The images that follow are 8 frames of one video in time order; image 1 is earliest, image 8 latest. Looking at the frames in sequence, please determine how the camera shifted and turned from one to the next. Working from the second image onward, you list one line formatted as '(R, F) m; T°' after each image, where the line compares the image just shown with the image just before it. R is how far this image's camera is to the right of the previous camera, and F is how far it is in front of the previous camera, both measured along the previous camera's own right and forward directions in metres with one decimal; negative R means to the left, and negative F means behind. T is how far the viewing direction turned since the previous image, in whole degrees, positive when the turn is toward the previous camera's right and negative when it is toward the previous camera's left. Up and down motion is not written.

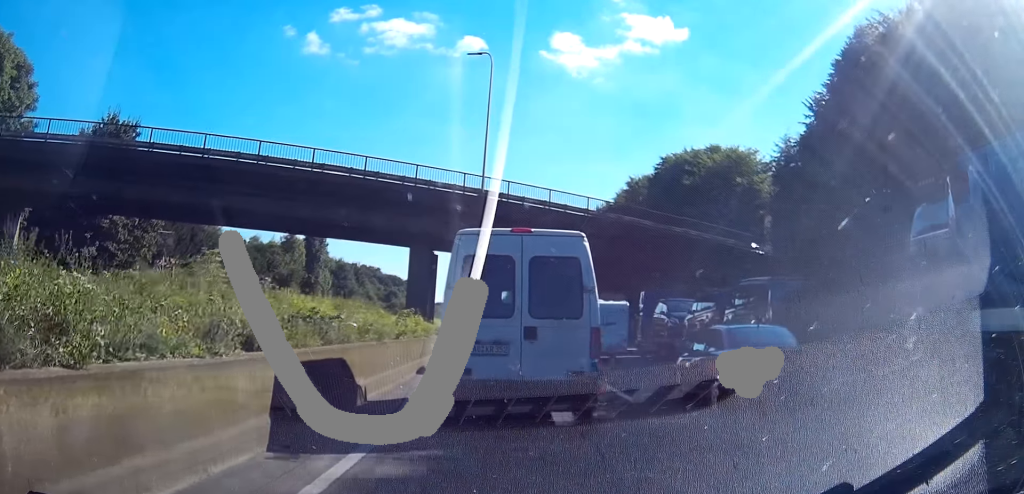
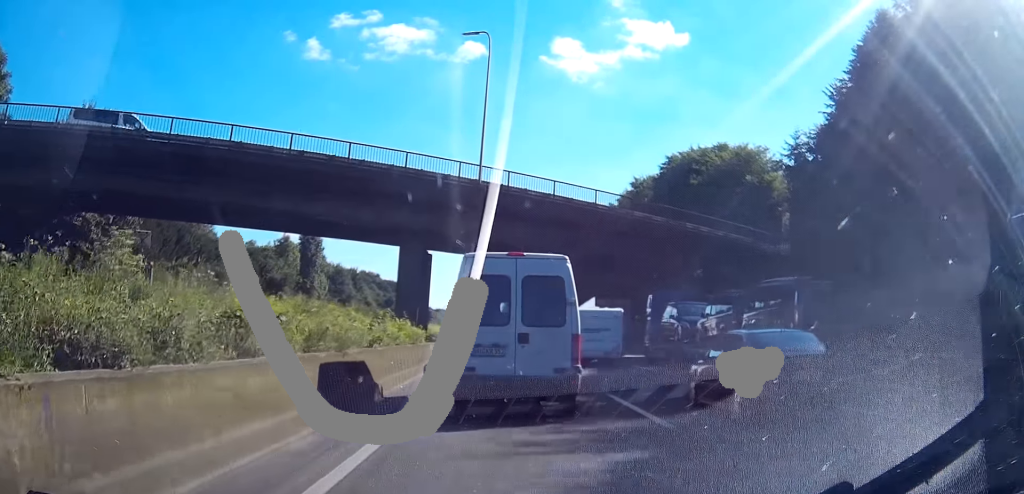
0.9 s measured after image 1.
(0.0, +5.1) m; 0°
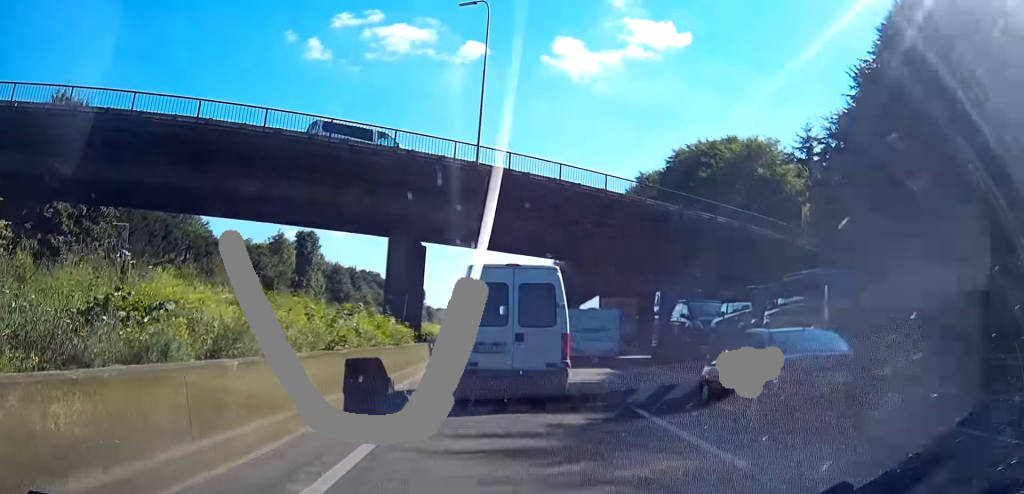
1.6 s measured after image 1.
(0.0, +4.7) m; 0°
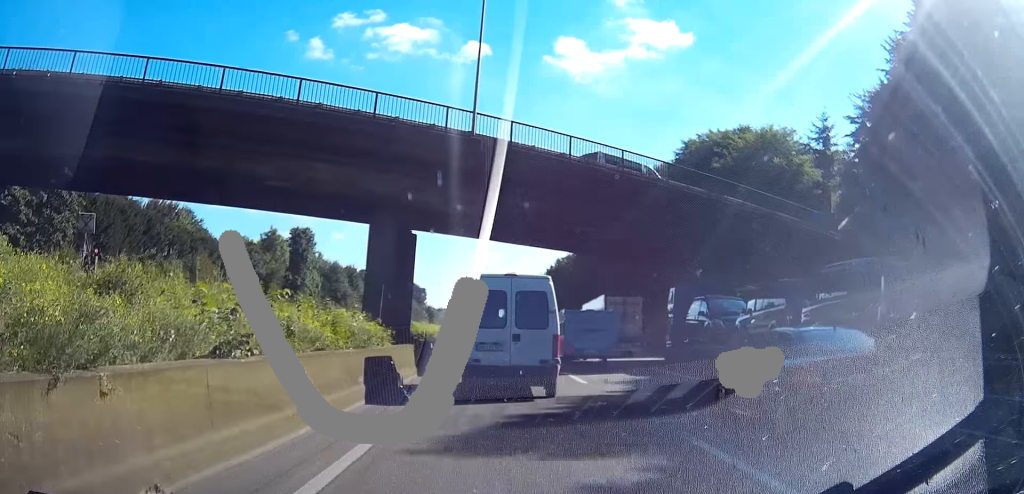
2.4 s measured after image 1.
(0.0, +5.8) m; 0°
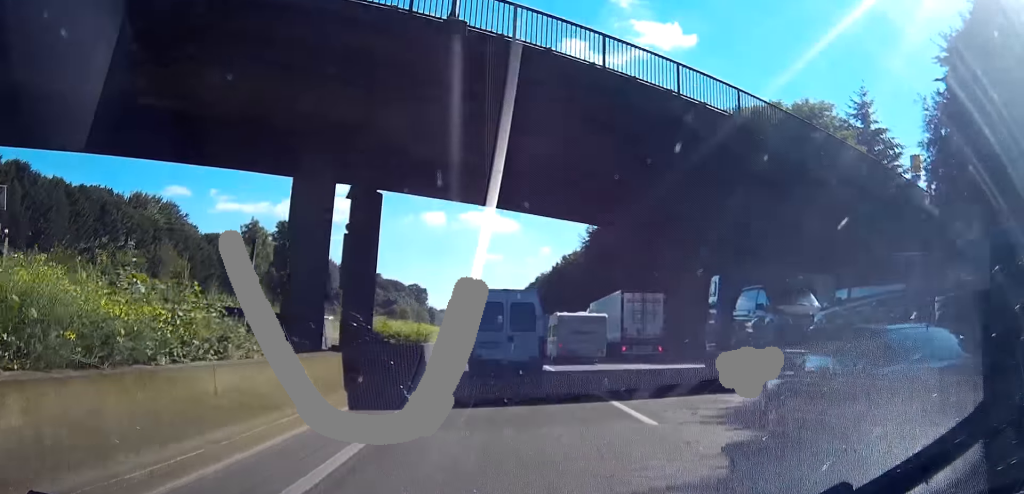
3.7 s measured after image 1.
(-0.1, +11.8) m; -1°
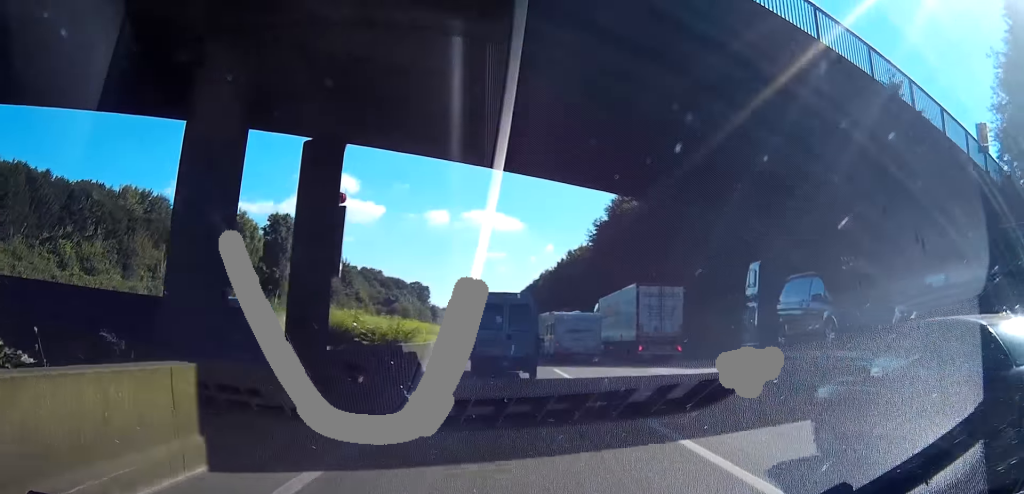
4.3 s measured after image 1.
(0.0, +6.7) m; 0°
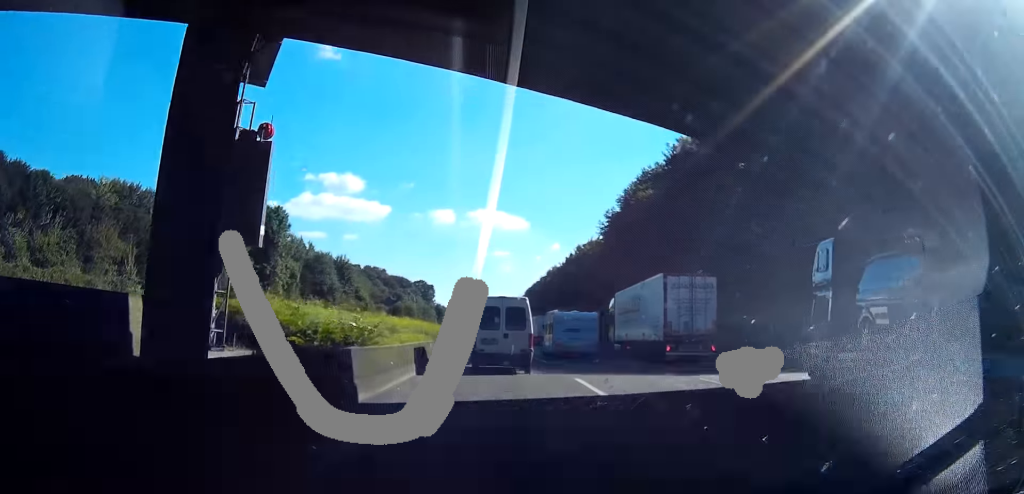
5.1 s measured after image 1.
(0.0, +7.9) m; 0°
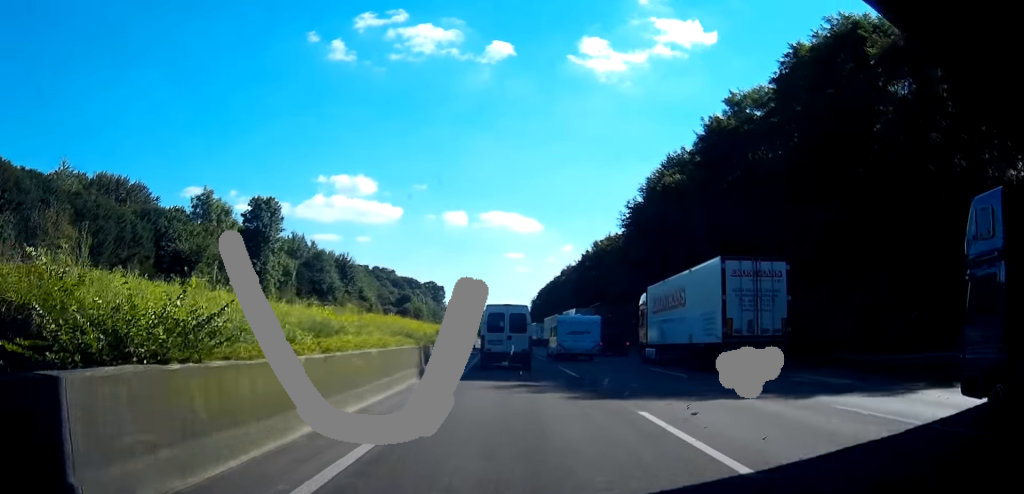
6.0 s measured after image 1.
(0.0, +10.7) m; -1°
